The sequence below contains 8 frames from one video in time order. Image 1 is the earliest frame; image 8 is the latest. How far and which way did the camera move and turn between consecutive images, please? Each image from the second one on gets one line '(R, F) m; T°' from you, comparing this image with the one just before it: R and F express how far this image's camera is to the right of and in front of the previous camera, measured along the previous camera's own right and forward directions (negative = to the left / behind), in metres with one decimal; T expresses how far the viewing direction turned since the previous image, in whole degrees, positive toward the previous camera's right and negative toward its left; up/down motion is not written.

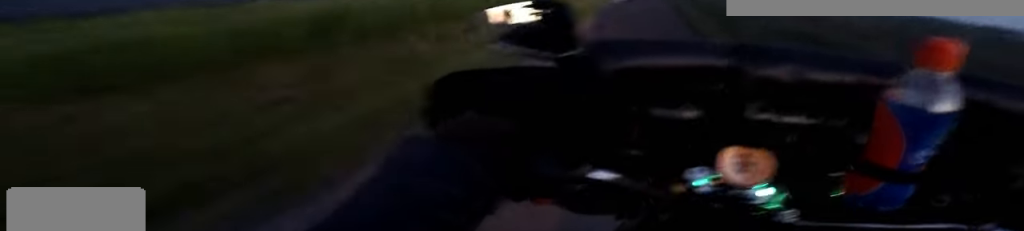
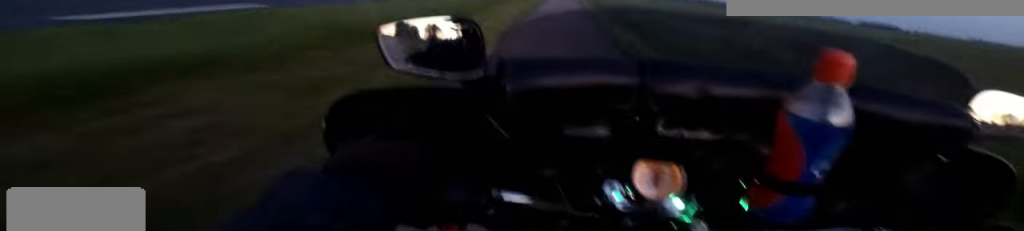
(-0.6, +12.1) m; -2°
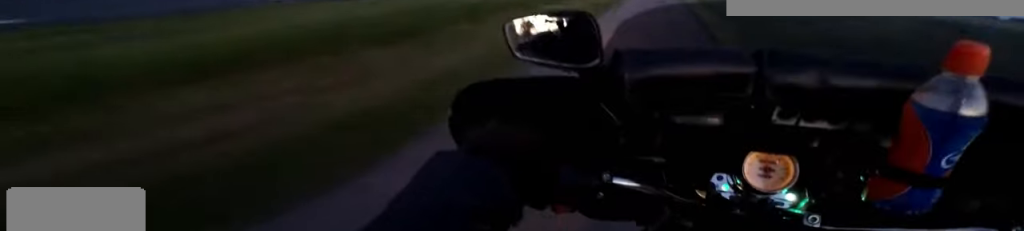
(+0.4, +21.9) m; +2°
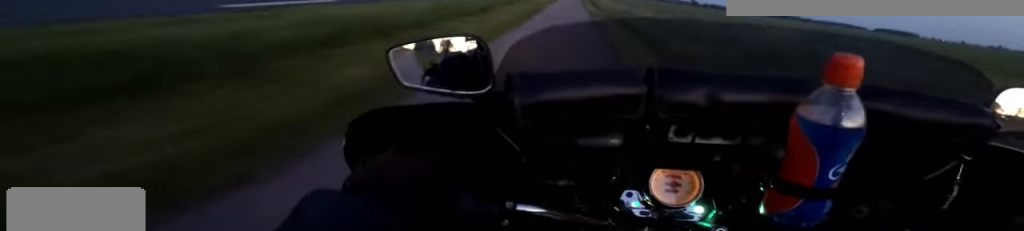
(0.0, +17.5) m; +1°
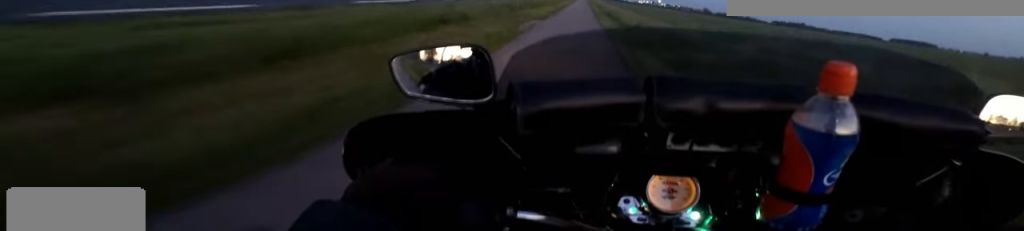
(+0.2, +9.6) m; +1°
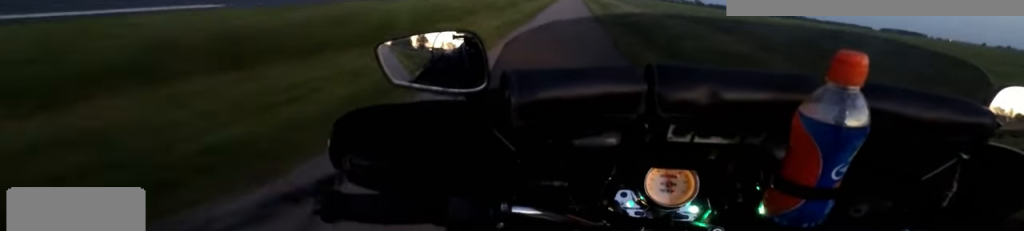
(+0.3, +20.6) m; -1°
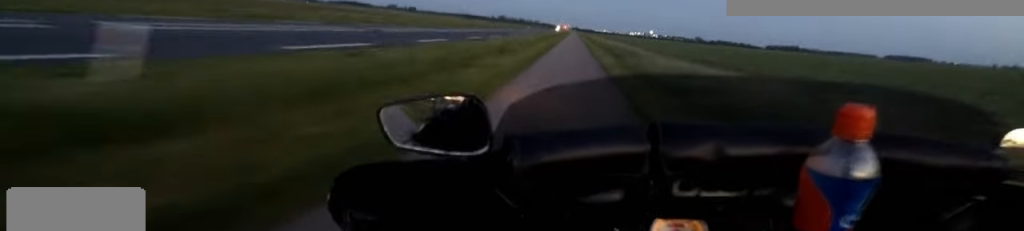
(-0.2, +8.2) m; -1°
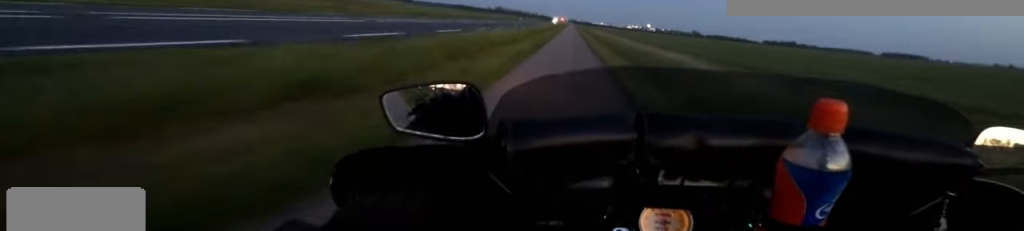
(-0.1, +10.3) m; -1°
